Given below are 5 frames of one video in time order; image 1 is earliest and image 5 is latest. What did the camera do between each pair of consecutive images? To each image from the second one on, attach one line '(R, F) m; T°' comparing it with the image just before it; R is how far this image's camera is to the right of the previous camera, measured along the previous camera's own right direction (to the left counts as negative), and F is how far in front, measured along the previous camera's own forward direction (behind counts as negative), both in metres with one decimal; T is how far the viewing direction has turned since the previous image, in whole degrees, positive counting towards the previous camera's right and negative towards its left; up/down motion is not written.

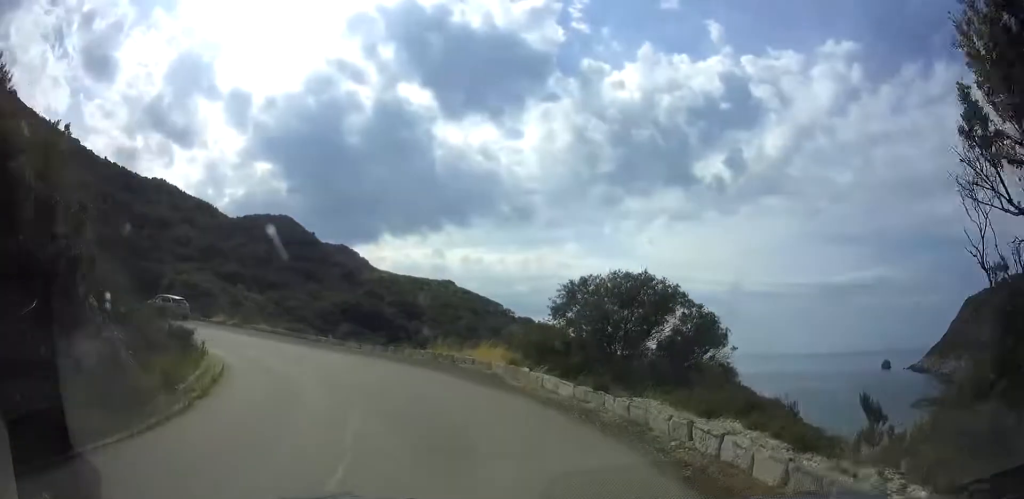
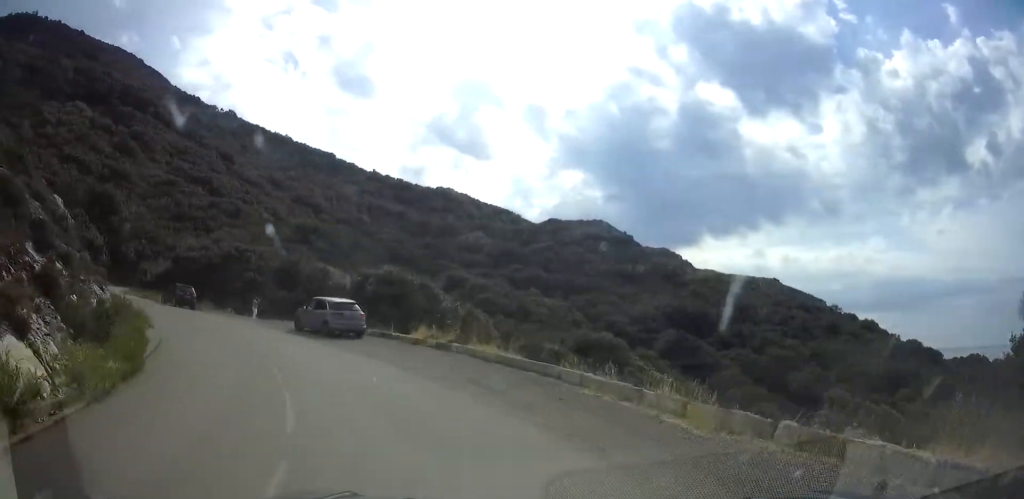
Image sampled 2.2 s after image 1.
(-3.9, +18.0) m; -25°
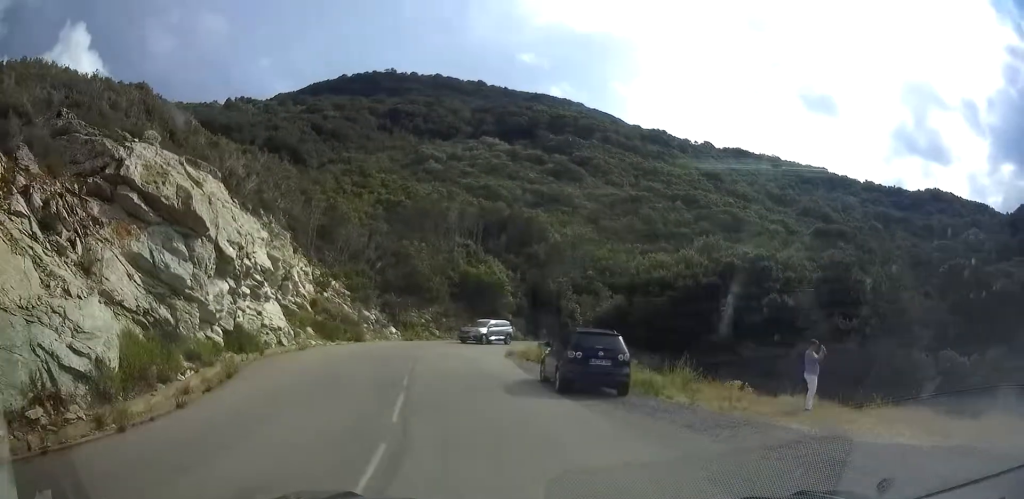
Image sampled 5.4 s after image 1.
(-12.1, +23.3) m; -51°
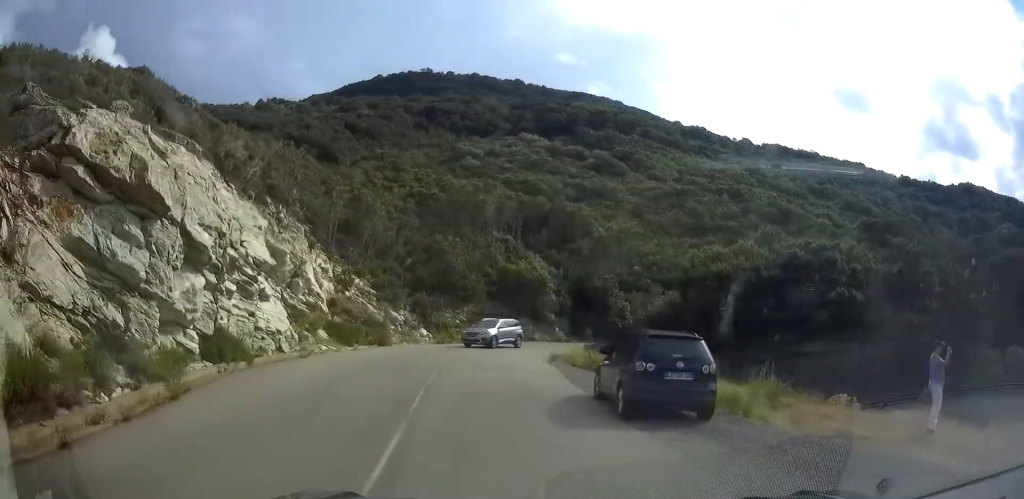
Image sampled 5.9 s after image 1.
(-0.1, +4.0) m; -4°
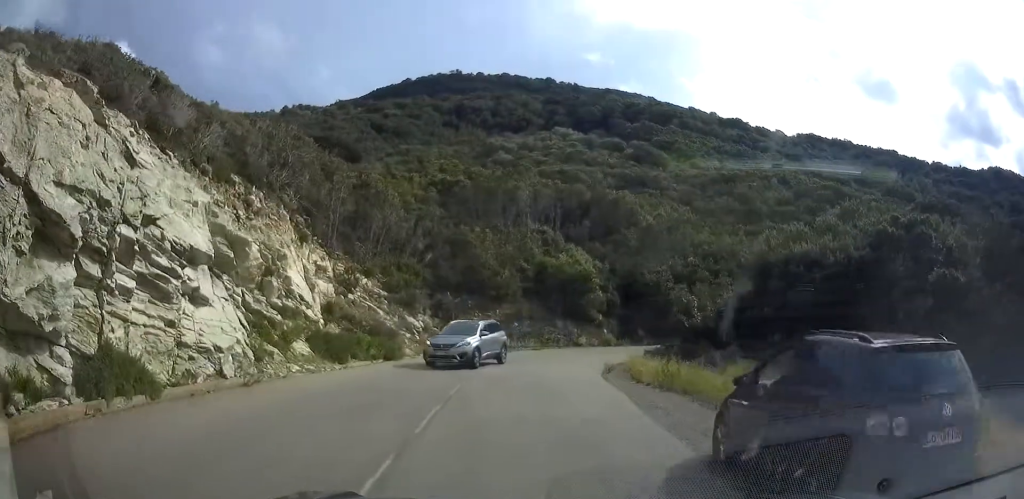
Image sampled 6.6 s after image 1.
(-0.4, +6.6) m; -1°
